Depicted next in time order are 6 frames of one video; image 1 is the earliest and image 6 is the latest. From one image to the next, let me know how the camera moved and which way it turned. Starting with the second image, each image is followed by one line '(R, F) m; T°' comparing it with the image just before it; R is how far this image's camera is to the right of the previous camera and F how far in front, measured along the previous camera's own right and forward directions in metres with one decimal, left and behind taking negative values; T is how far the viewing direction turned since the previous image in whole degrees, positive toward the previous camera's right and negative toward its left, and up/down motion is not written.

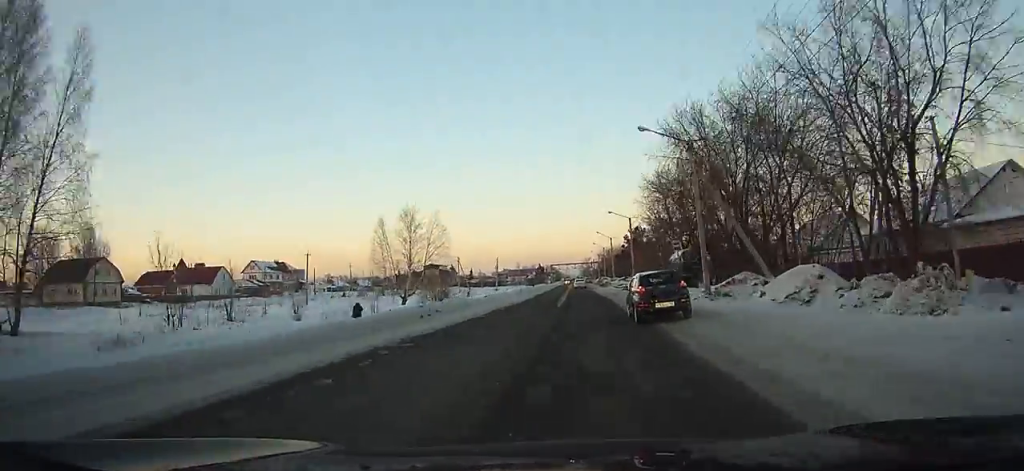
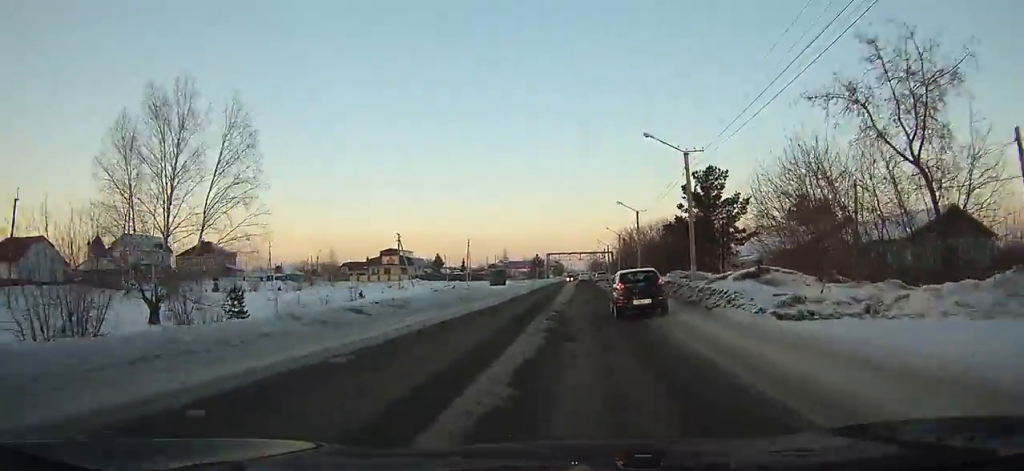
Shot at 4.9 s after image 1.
(+0.1, +59.2) m; 0°
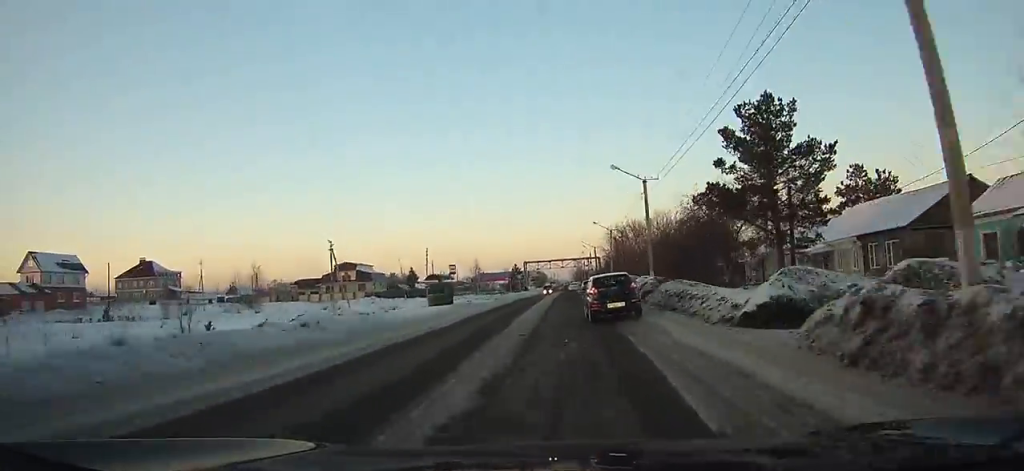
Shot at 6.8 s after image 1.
(0.0, +22.7) m; 0°
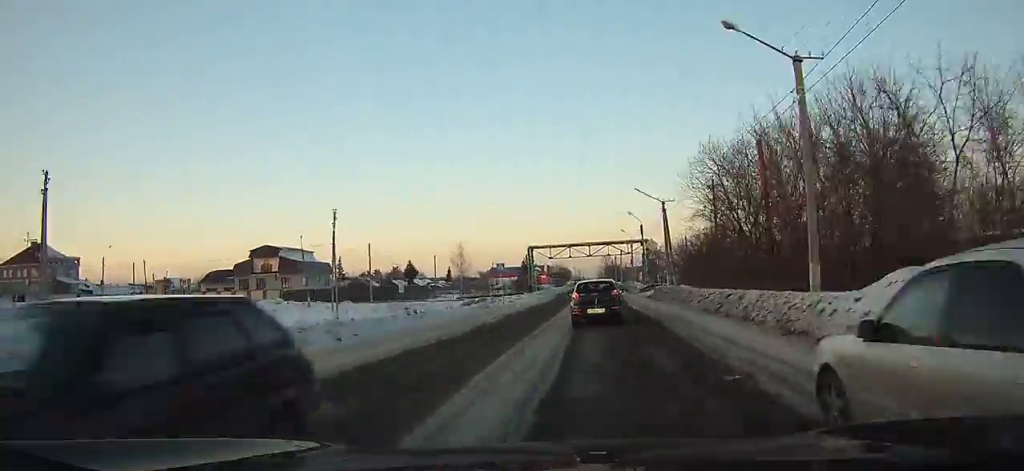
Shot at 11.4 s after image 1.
(-0.3, +54.2) m; 0°
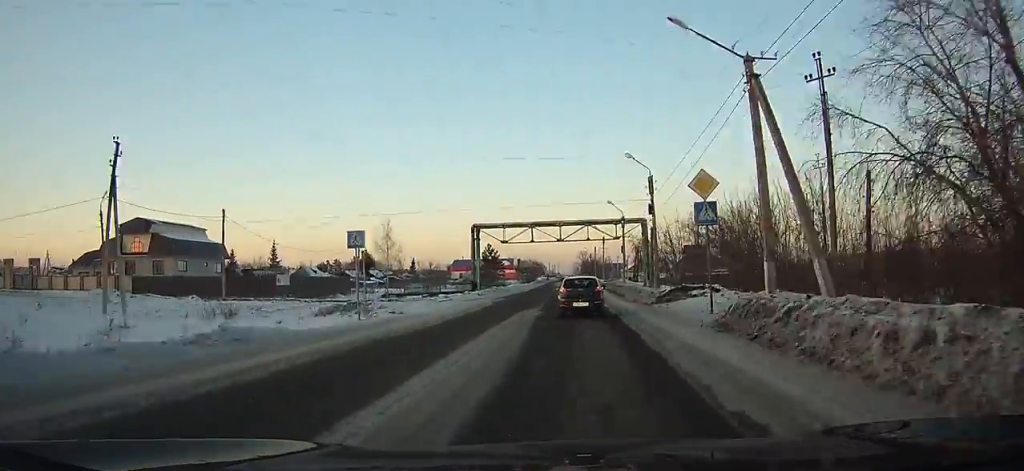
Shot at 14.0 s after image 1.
(+0.1, +30.3) m; 0°
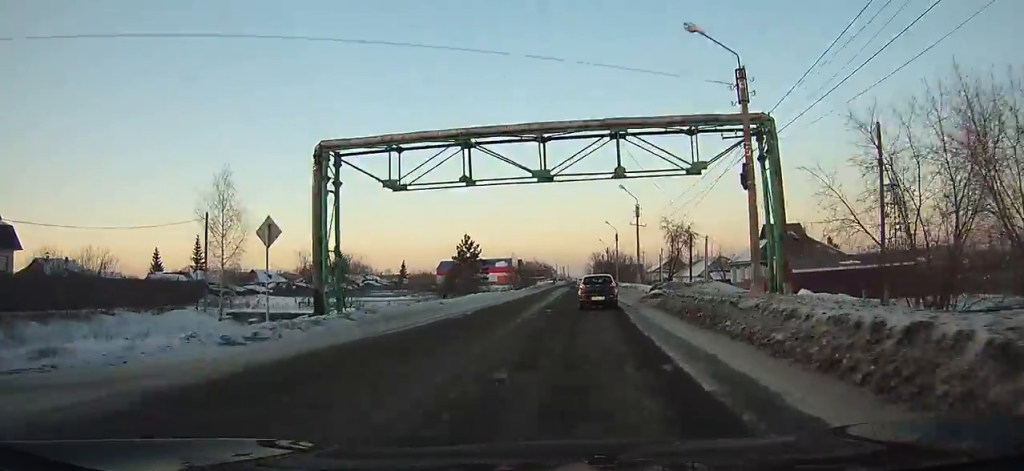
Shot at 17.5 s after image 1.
(0.0, +41.4) m; 0°
